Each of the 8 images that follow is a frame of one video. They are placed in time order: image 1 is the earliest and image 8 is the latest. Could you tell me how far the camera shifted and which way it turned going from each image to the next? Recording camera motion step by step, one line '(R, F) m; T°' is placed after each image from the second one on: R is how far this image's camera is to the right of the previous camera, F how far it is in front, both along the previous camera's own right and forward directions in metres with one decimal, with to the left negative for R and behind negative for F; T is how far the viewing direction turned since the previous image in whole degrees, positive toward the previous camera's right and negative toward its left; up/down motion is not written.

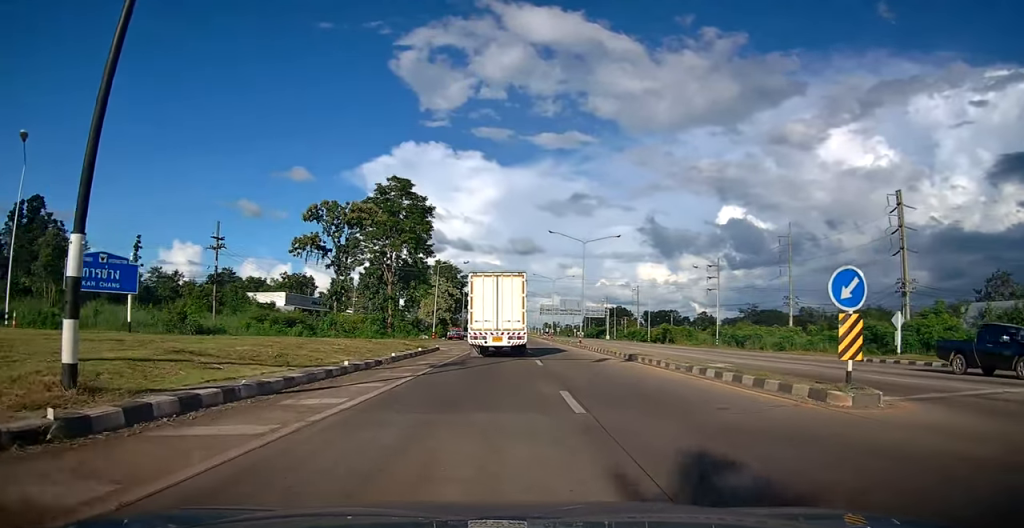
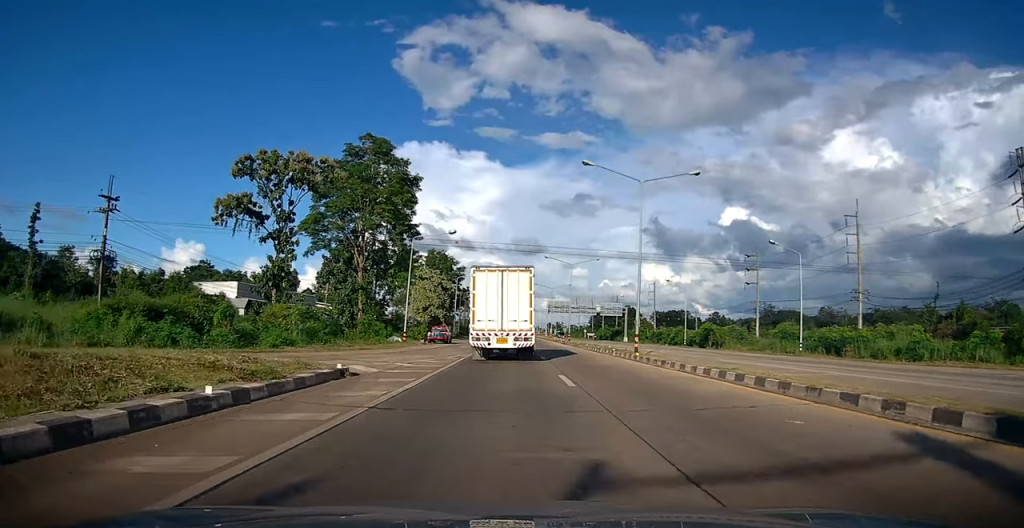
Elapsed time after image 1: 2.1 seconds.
(-0.6, +20.3) m; -3°
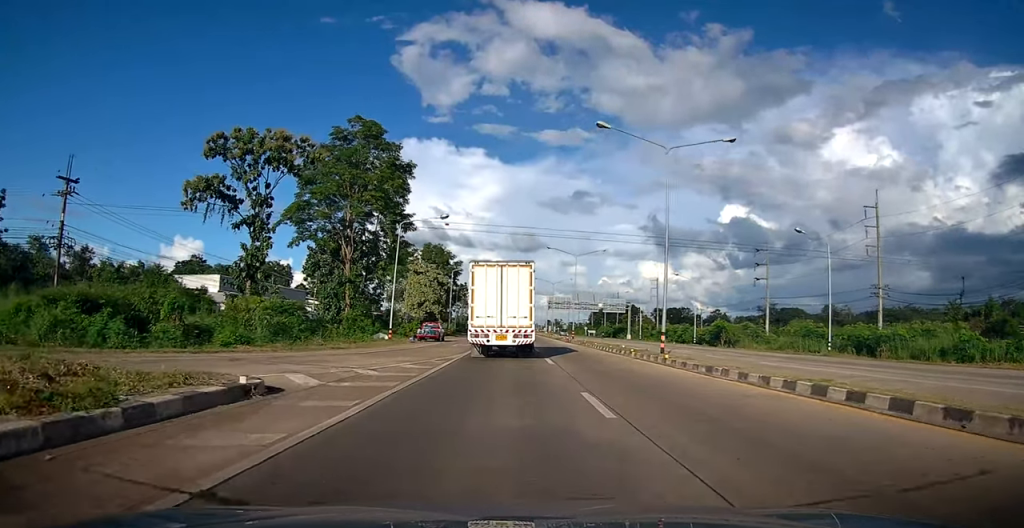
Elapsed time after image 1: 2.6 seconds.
(0.0, +5.0) m; 0°
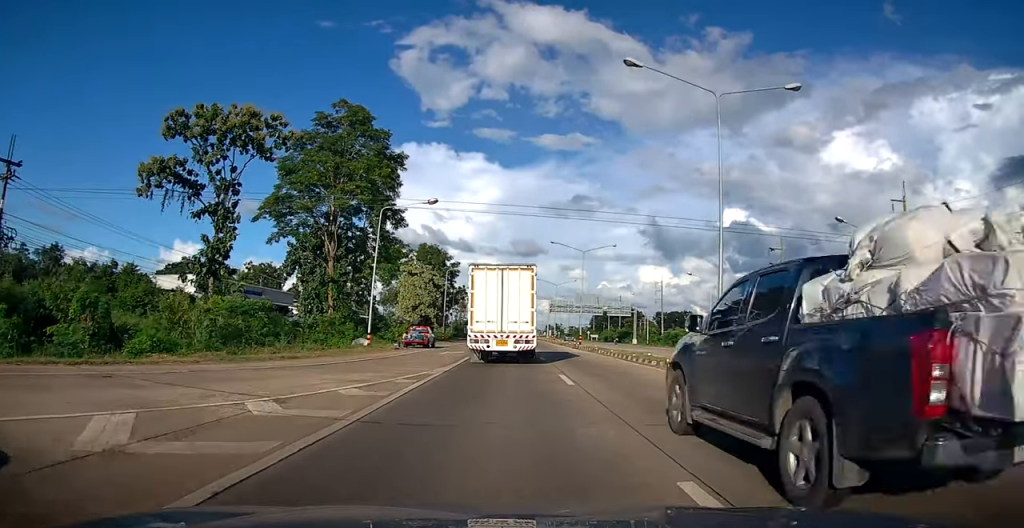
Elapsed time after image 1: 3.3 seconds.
(-0.1, +6.0) m; 0°
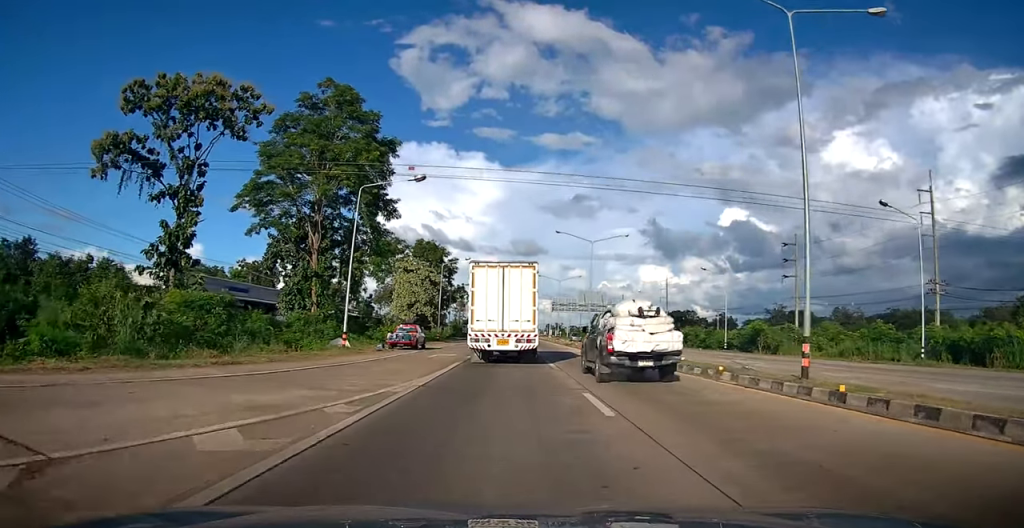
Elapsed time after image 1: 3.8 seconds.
(0.0, +4.9) m; +1°
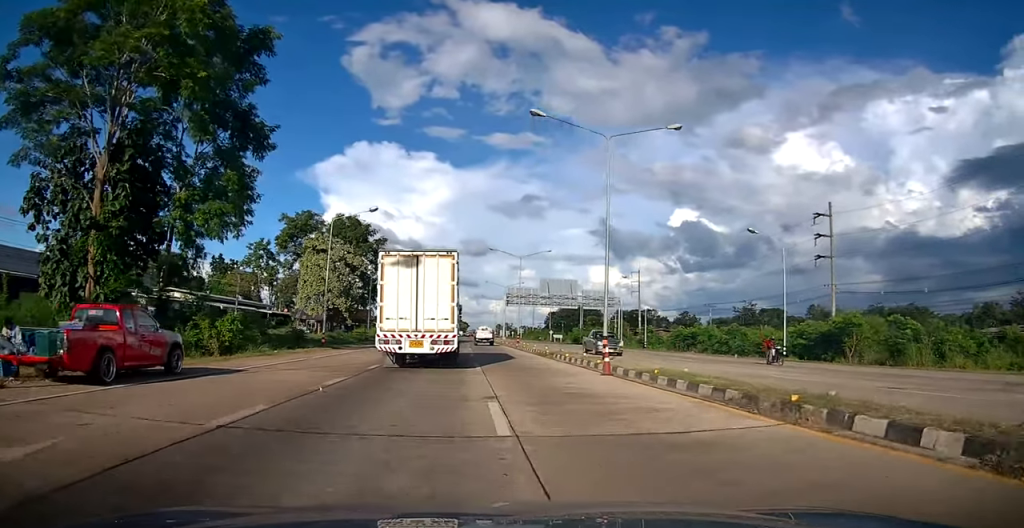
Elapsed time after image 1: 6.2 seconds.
(+1.1, +23.5) m; +3°
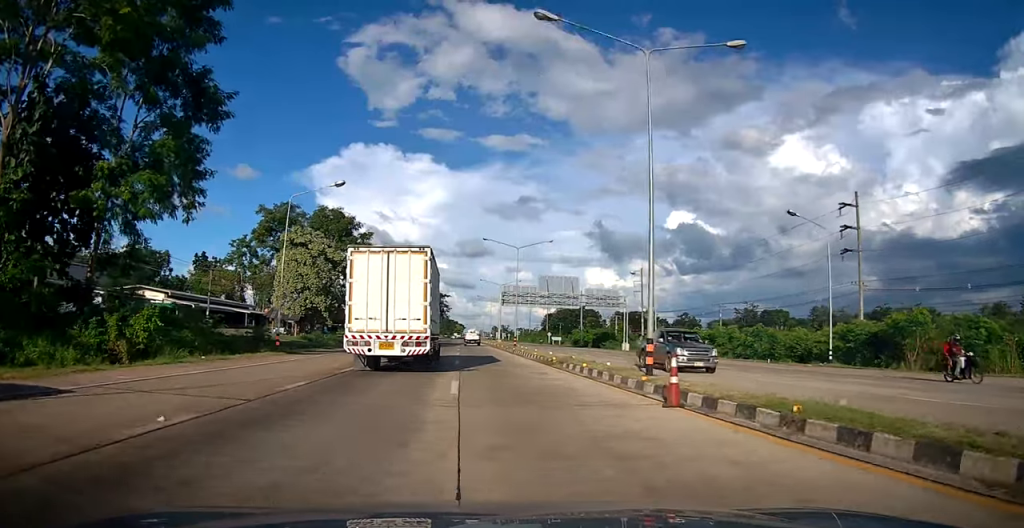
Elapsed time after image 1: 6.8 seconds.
(0.0, +6.4) m; 0°
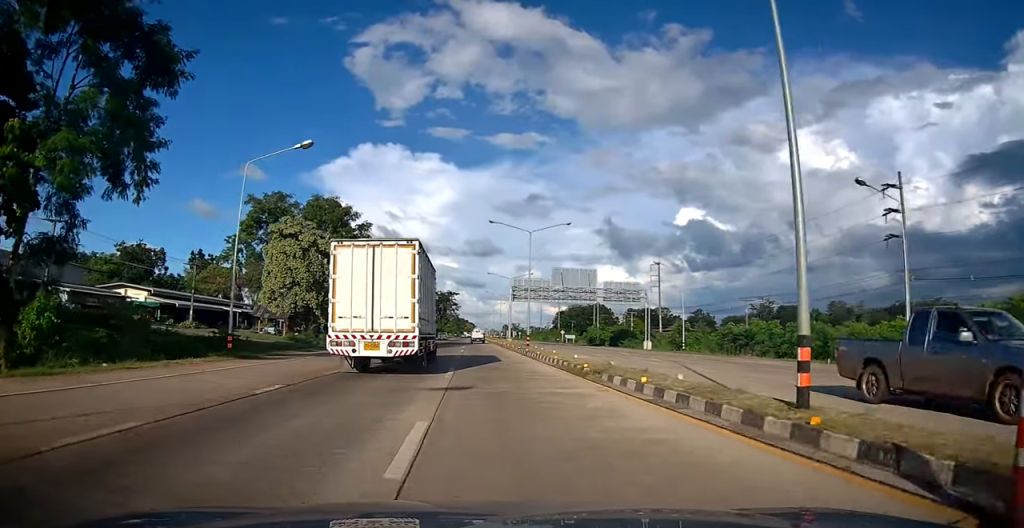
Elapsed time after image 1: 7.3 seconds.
(0.0, +6.1) m; 0°
